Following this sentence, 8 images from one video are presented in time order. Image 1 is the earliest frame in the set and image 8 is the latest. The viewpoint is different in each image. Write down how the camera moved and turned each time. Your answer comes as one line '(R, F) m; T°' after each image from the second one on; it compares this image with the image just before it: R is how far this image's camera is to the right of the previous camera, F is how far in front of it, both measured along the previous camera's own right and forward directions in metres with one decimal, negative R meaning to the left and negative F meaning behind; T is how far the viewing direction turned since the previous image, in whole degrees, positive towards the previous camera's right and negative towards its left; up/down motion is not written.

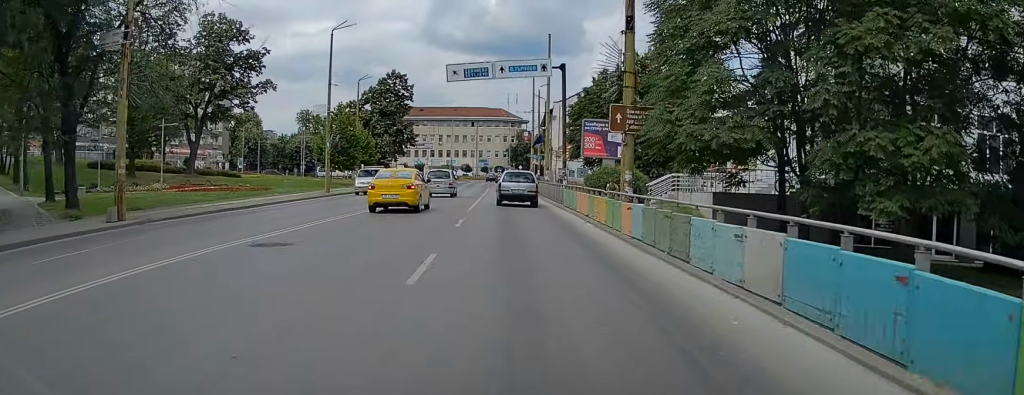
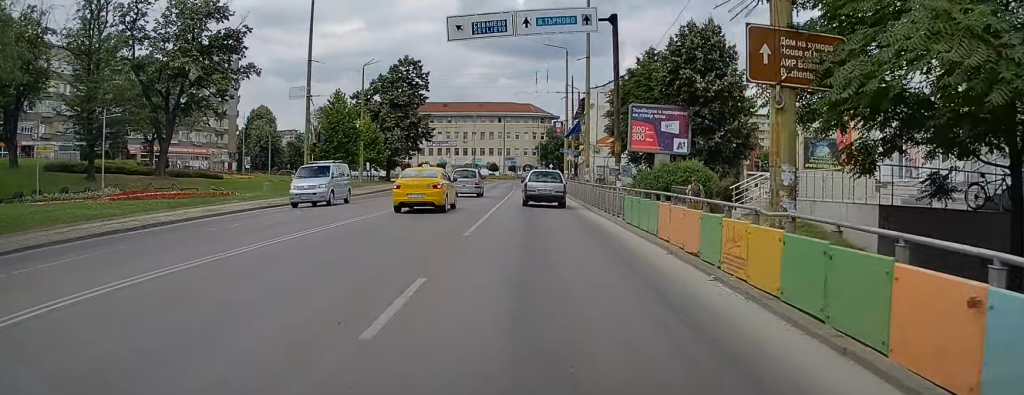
(0.0, +11.5) m; -1°
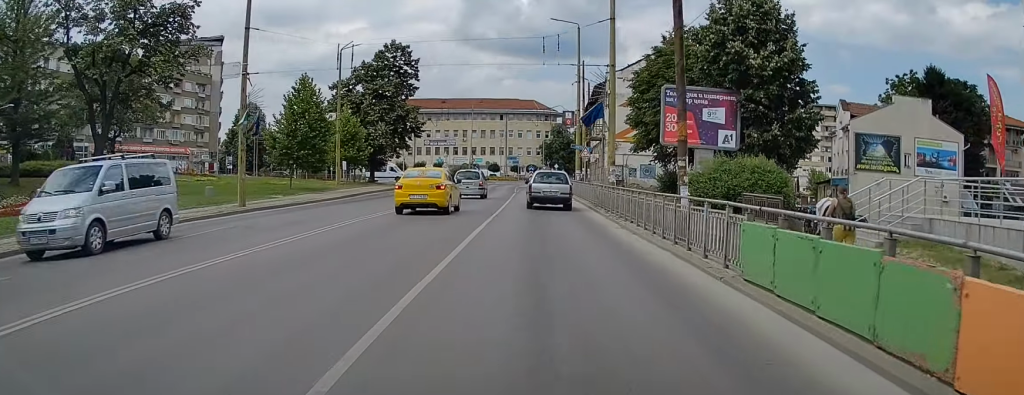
(-0.1, +10.3) m; -1°
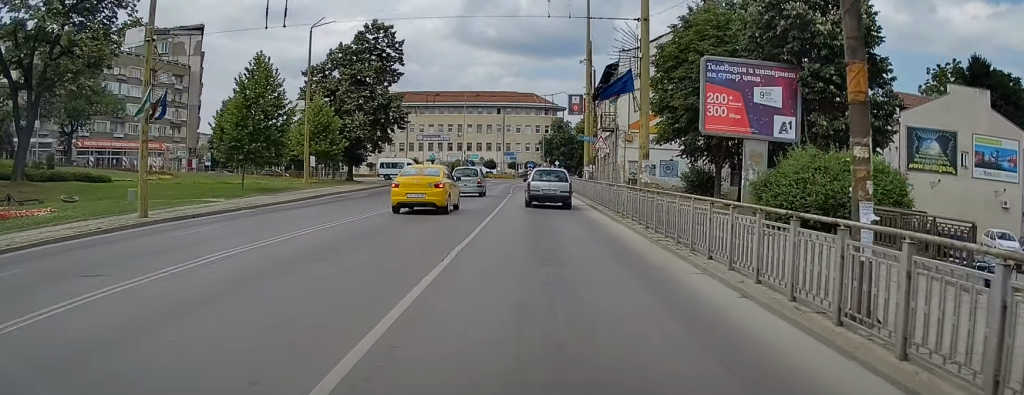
(-0.1, +8.7) m; -2°
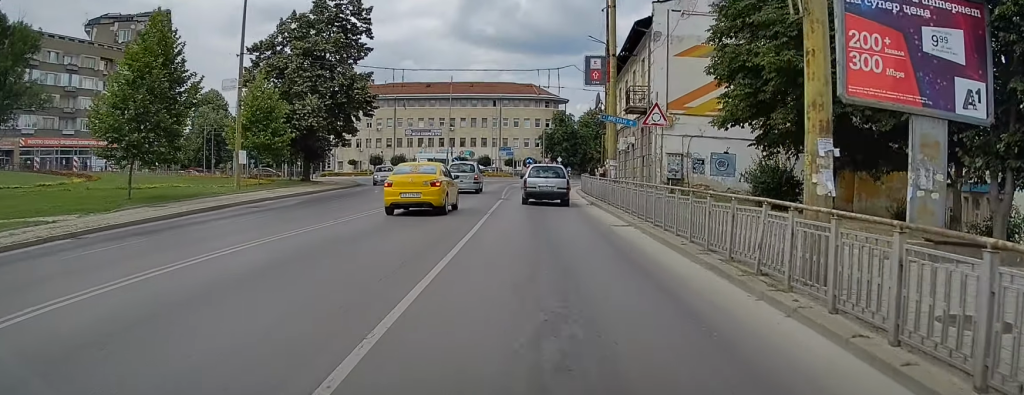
(-0.3, +12.8) m; 0°
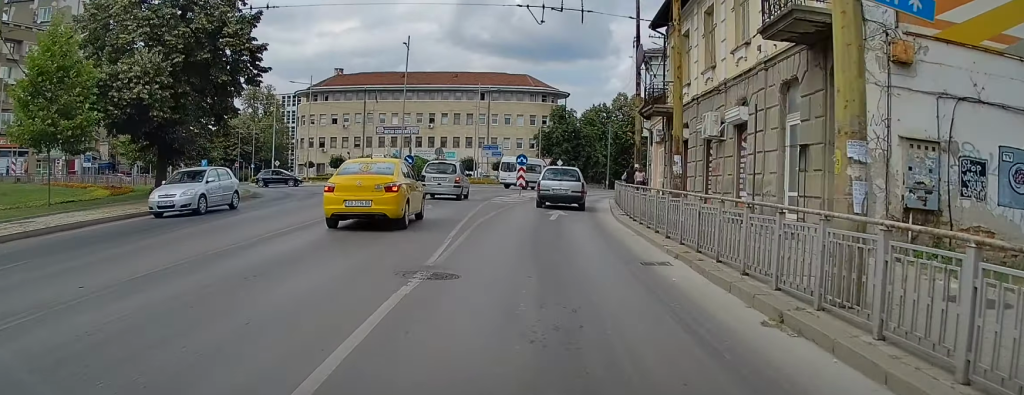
(+0.1, +20.8) m; -1°
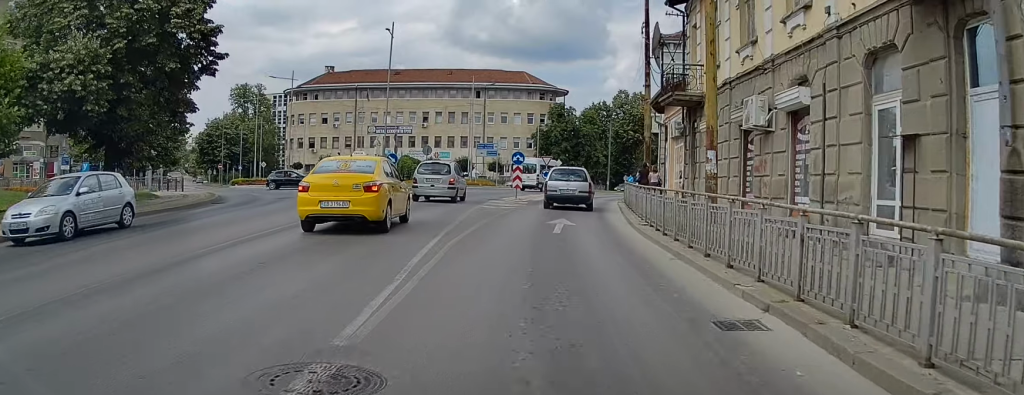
(0.0, +4.2) m; 0°
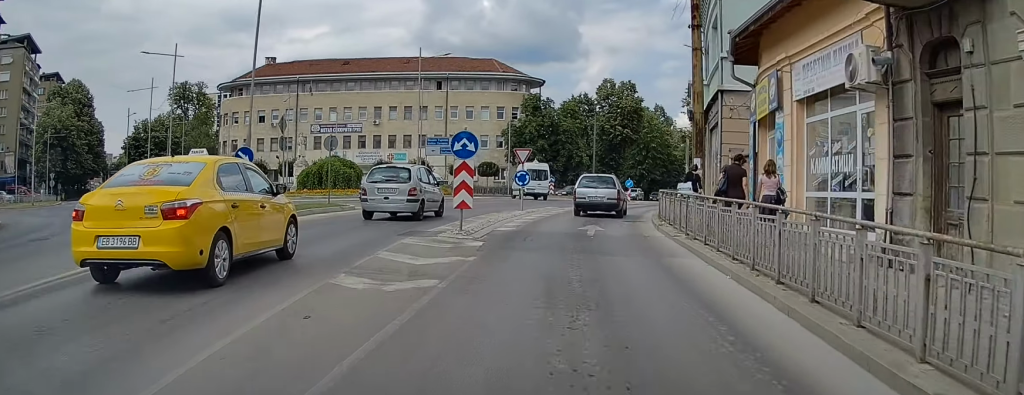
(+0.1, +16.4) m; +2°
